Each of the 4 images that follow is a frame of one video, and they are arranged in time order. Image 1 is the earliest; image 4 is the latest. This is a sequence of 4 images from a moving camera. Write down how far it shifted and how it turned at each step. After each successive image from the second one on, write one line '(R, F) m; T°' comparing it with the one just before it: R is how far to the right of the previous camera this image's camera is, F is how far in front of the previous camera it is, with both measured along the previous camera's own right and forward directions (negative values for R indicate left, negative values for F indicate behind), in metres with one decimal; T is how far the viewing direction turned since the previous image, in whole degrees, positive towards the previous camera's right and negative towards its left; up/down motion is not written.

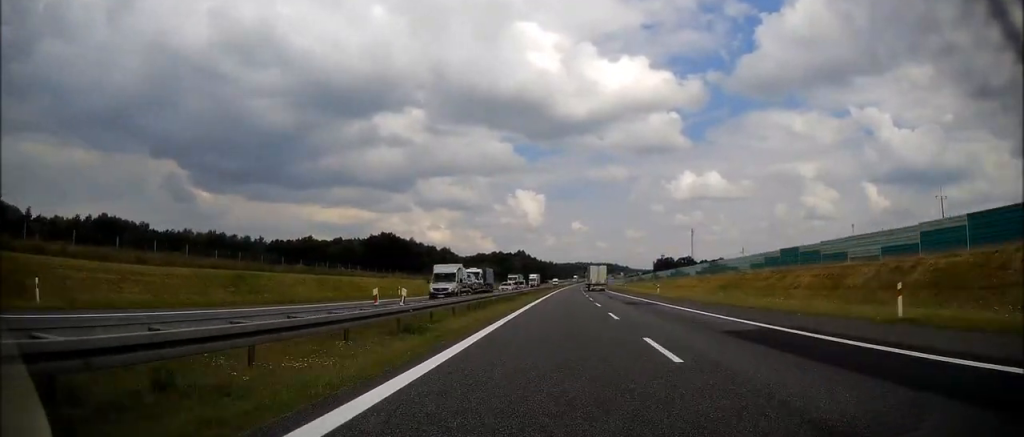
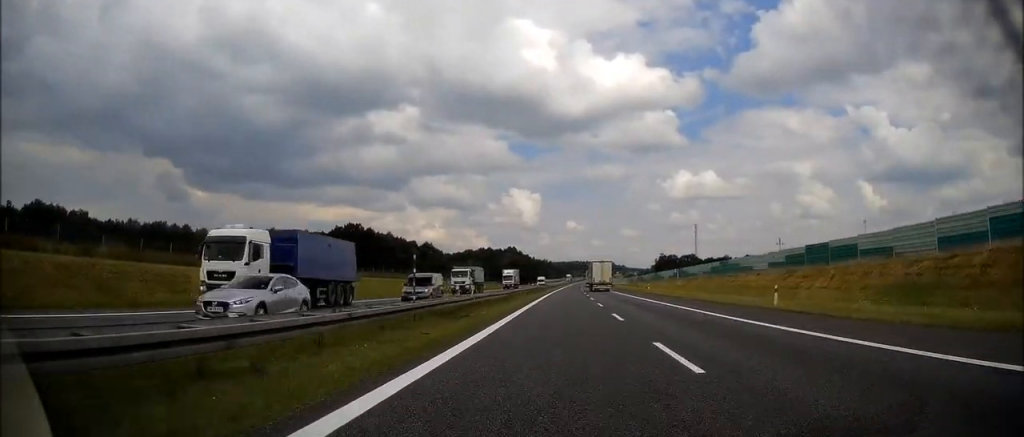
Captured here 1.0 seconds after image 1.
(+0.2, +37.3) m; +1°
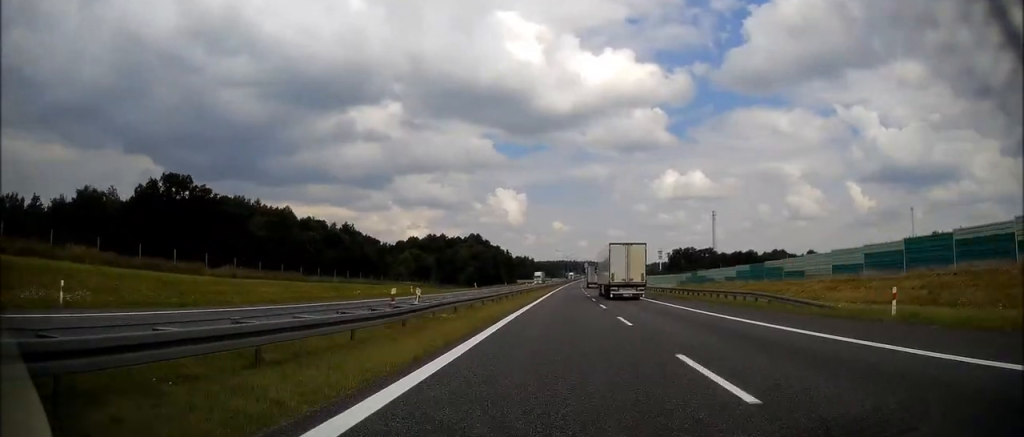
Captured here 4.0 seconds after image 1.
(+1.7, +111.0) m; +2°
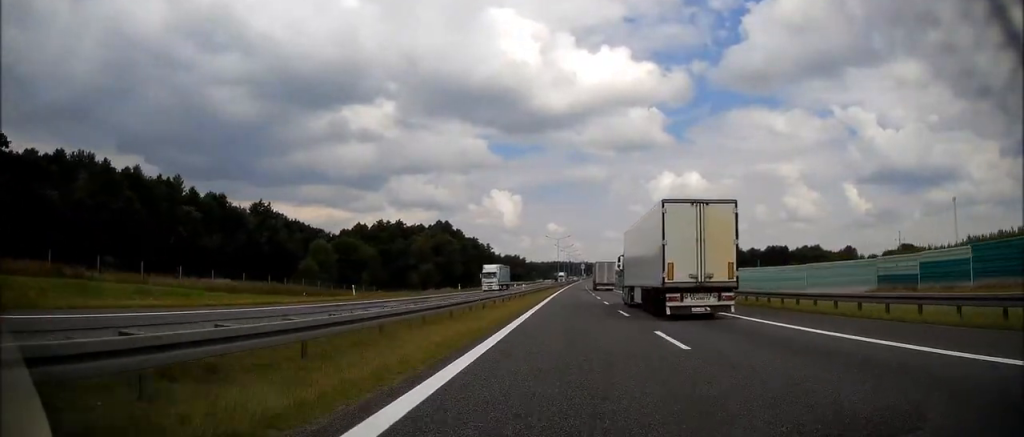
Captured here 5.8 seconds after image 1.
(+0.3, +67.1) m; 0°
